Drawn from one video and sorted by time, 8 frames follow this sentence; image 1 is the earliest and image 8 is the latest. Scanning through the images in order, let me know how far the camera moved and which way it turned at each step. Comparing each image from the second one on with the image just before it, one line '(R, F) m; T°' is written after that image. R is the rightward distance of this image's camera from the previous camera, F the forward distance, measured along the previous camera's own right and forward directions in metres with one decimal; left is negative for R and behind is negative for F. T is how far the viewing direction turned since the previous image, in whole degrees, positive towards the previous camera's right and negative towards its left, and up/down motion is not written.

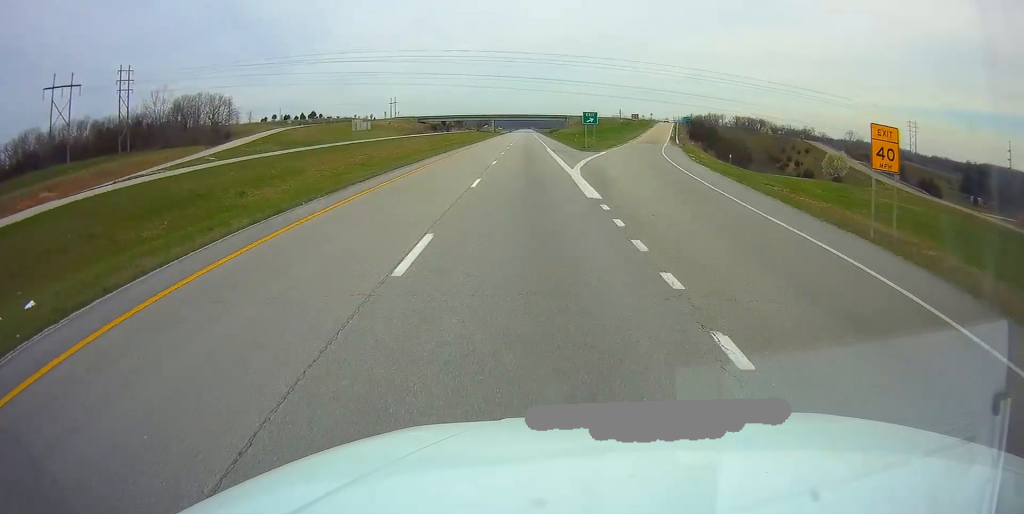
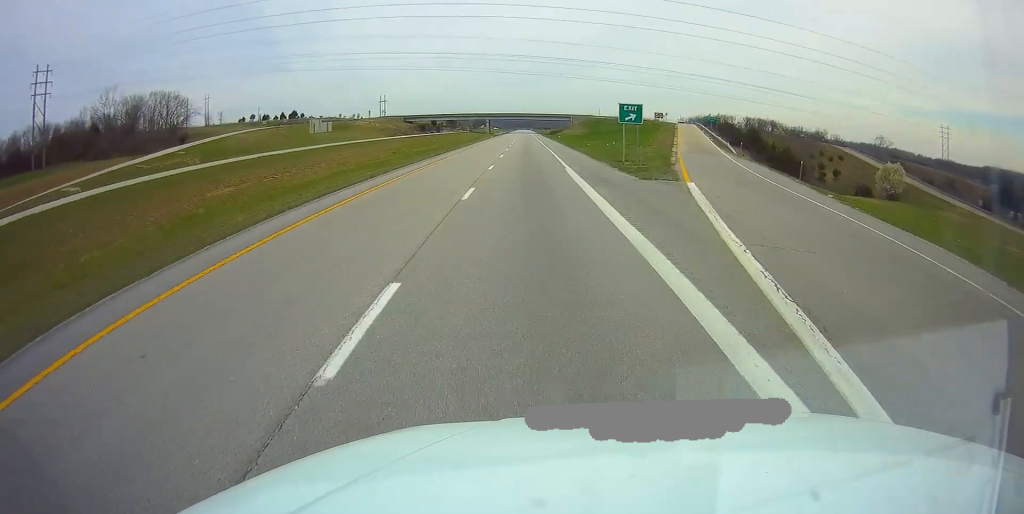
(+0.1, +28.3) m; 0°
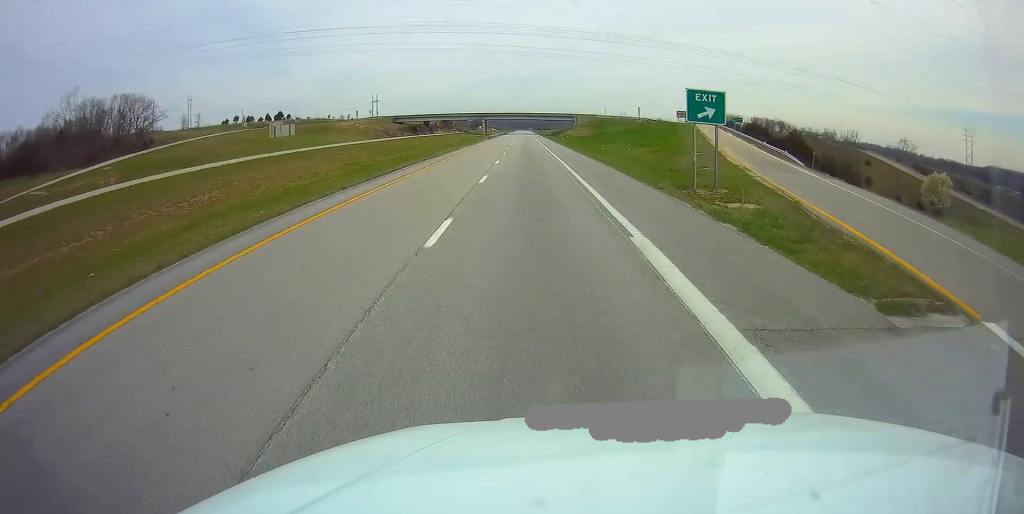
(0.0, +18.9) m; 0°
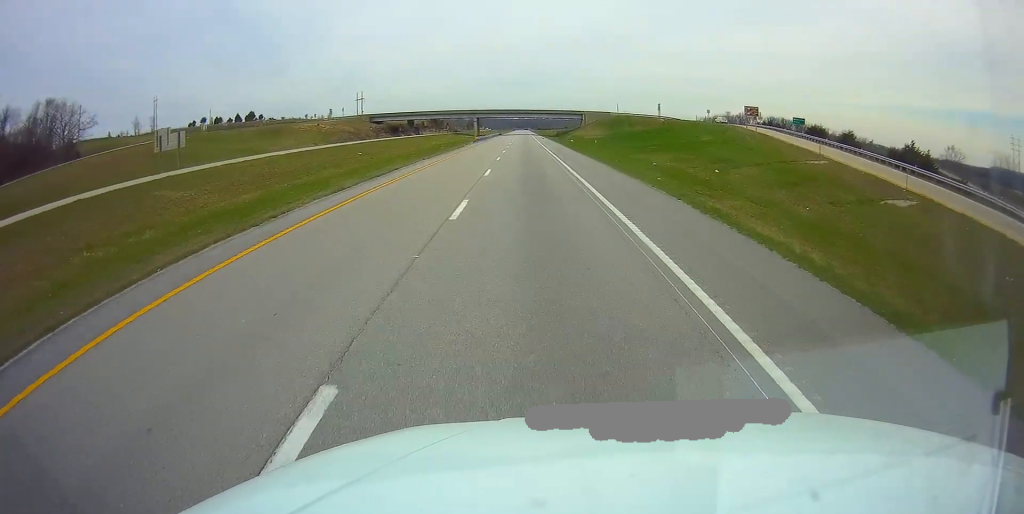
(-0.1, +33.6) m; 0°
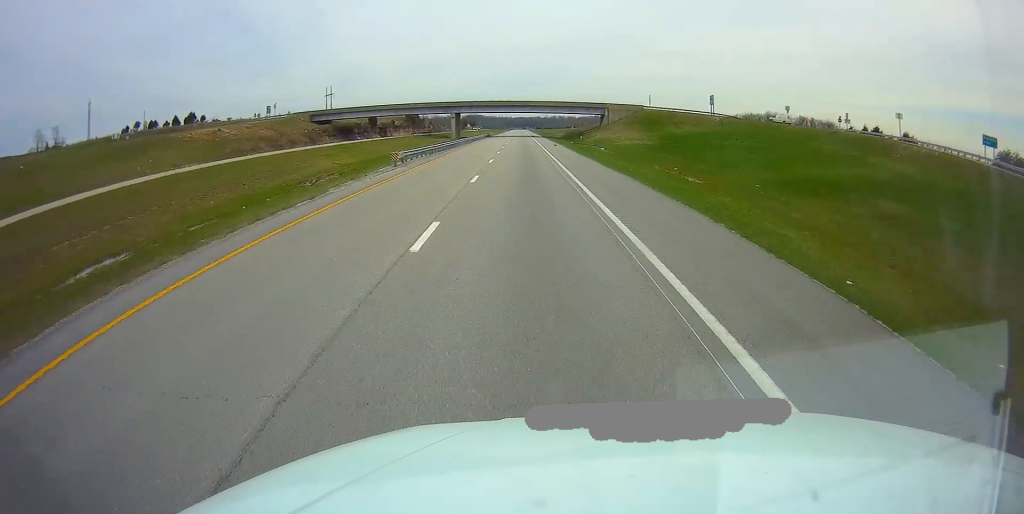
(0.0, +53.3) m; 0°
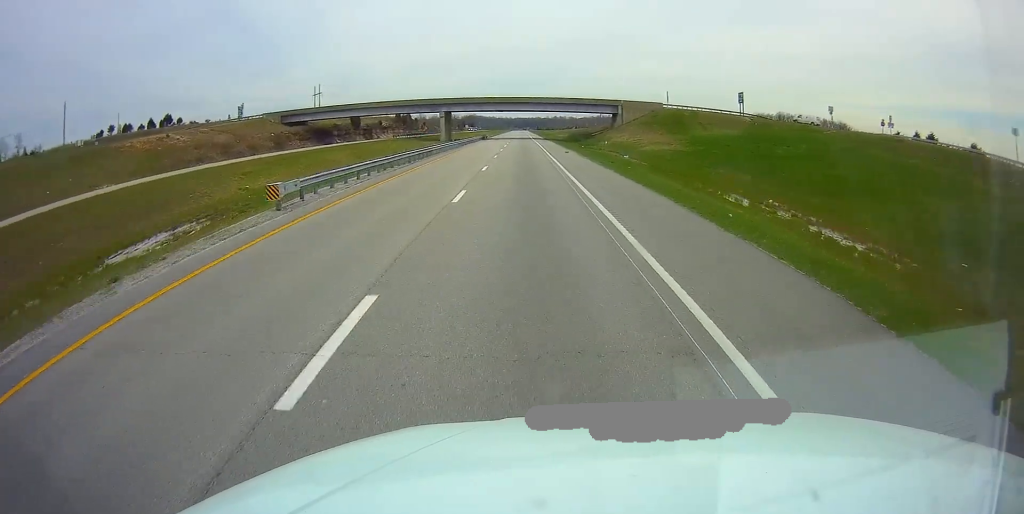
(+0.1, +17.7) m; 0°
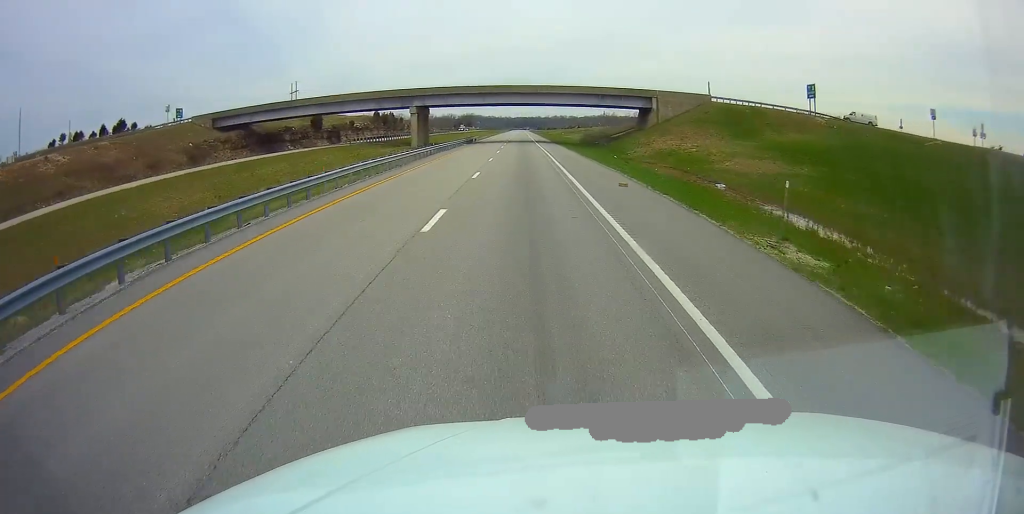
(0.0, +29.3) m; 0°
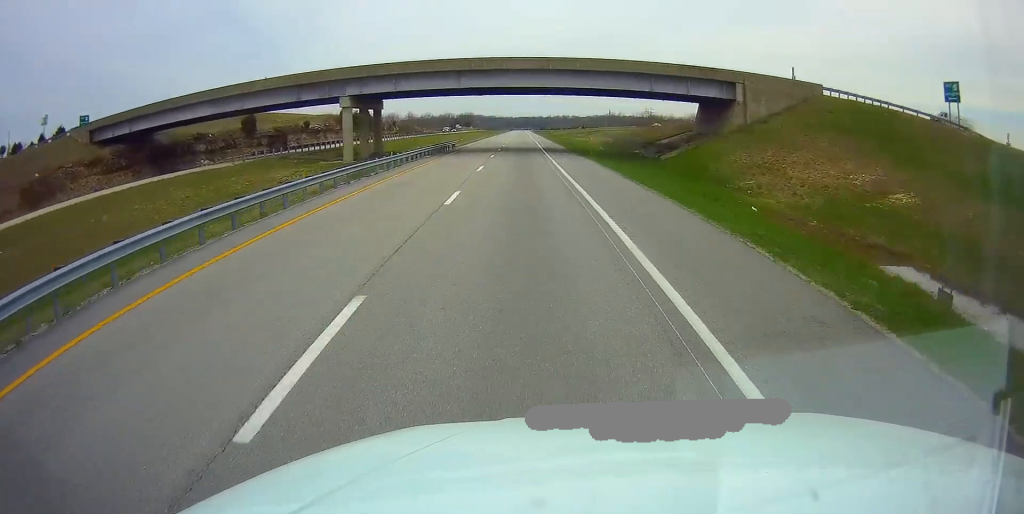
(0.0, +32.3) m; 0°
